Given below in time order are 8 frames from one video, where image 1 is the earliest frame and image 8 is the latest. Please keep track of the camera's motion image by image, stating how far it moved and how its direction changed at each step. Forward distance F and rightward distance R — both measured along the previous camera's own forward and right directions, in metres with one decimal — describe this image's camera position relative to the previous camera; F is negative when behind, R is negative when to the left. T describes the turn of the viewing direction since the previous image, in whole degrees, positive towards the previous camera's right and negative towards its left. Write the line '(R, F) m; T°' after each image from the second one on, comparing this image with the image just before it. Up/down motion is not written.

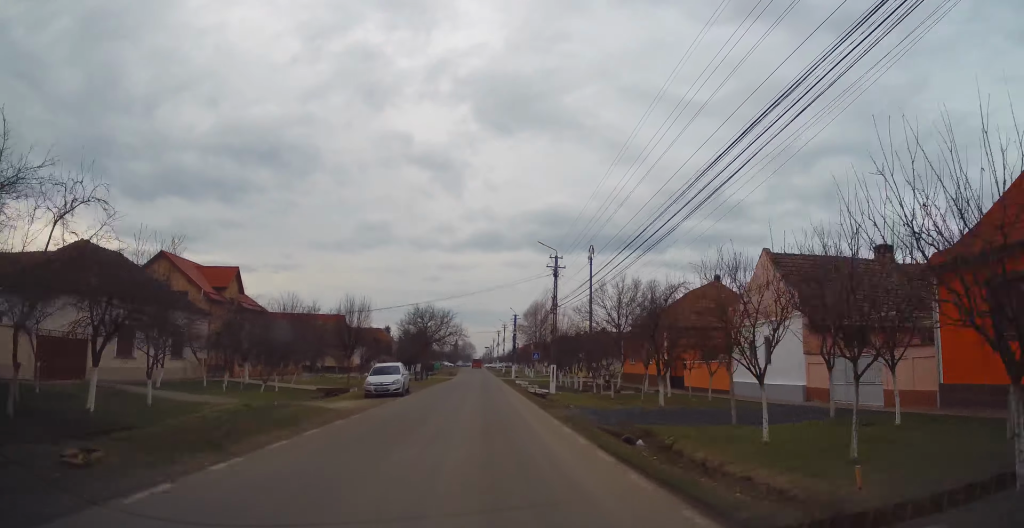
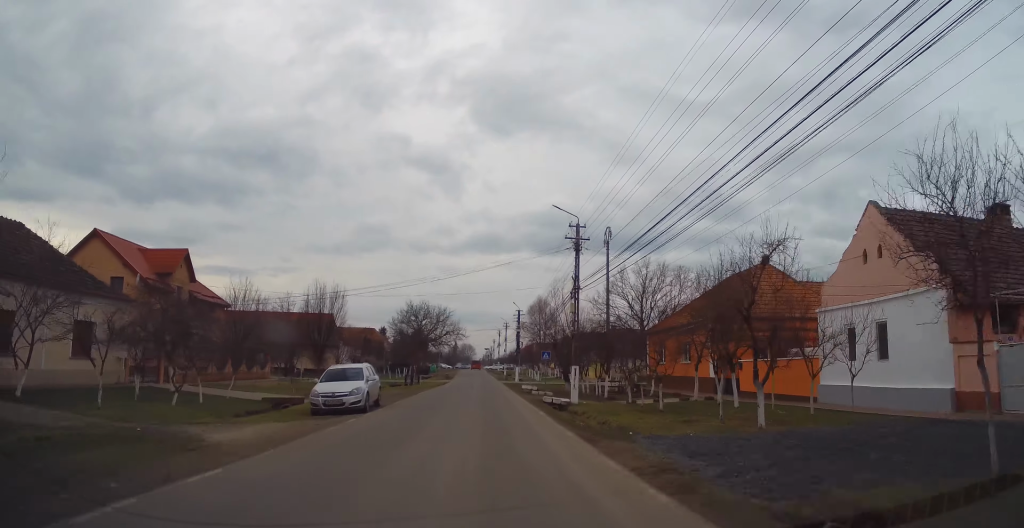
(+0.1, +8.6) m; -1°
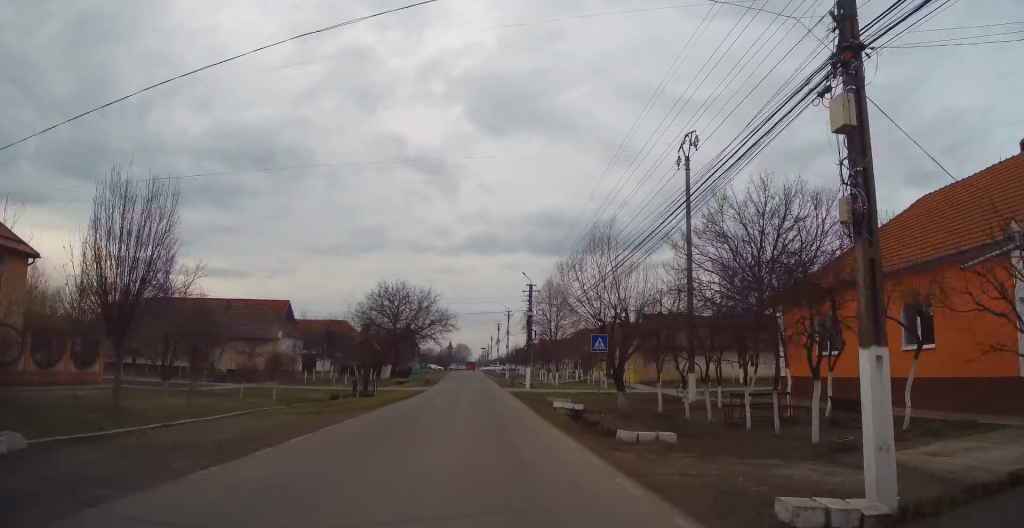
(-0.5, +21.7) m; 0°
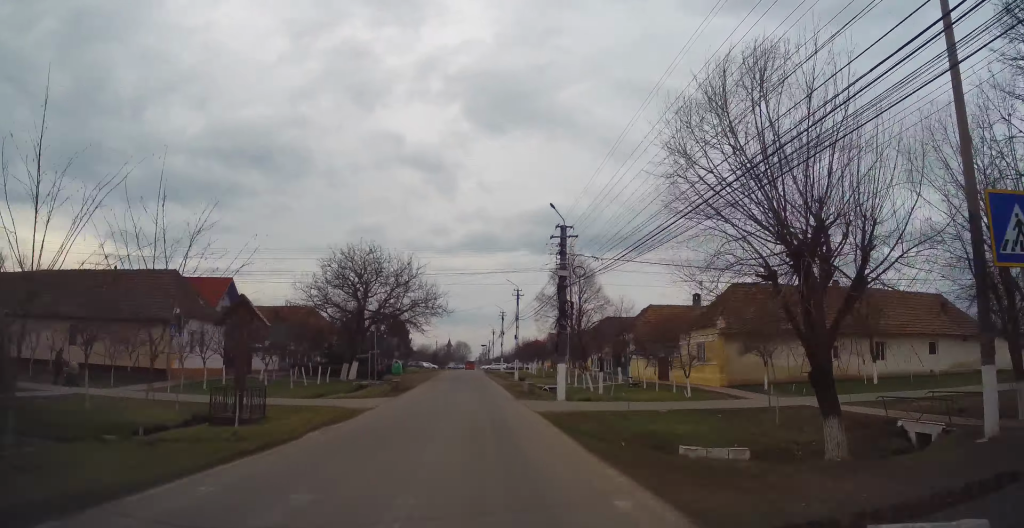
(+0.5, +19.5) m; +2°
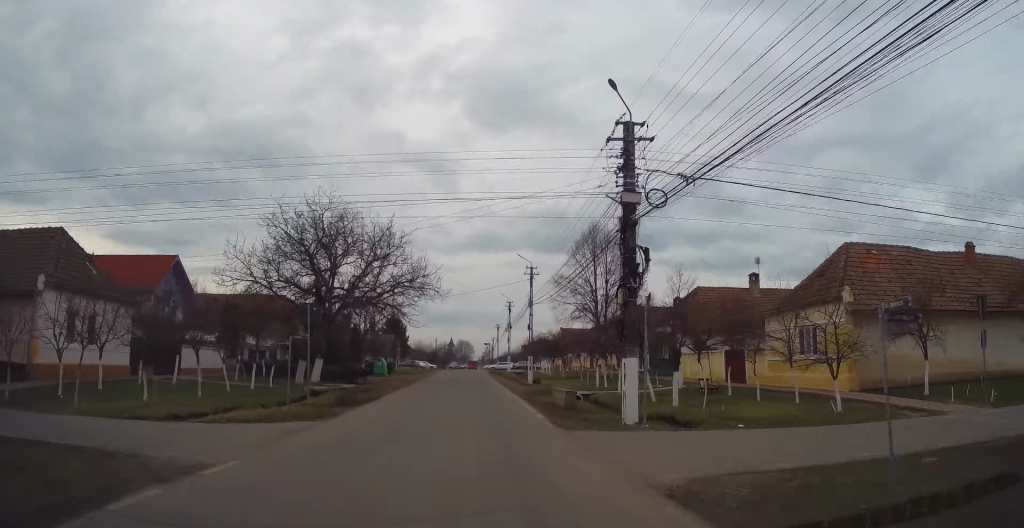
(0.0, +12.7) m; 0°
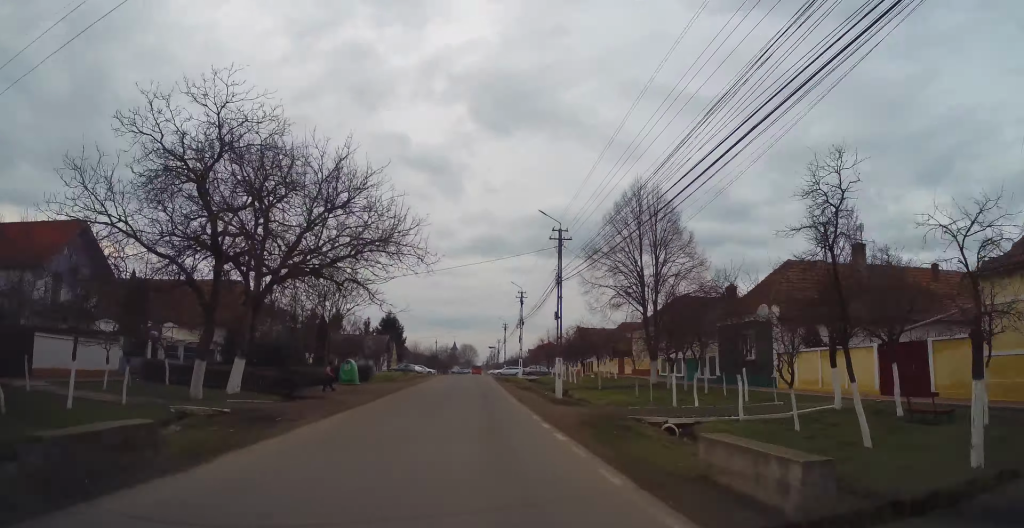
(0.0, +14.0) m; -1°
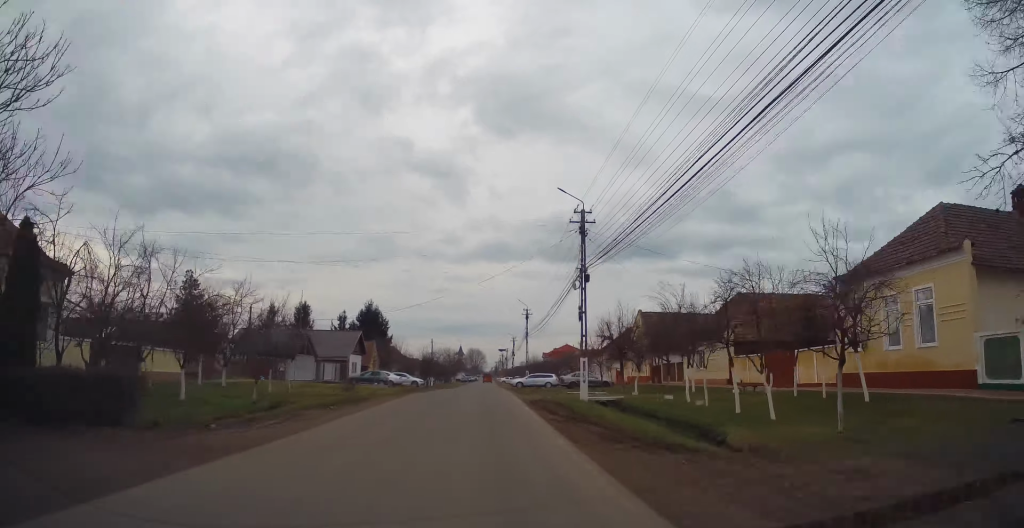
(-0.9, +33.0) m; -2°
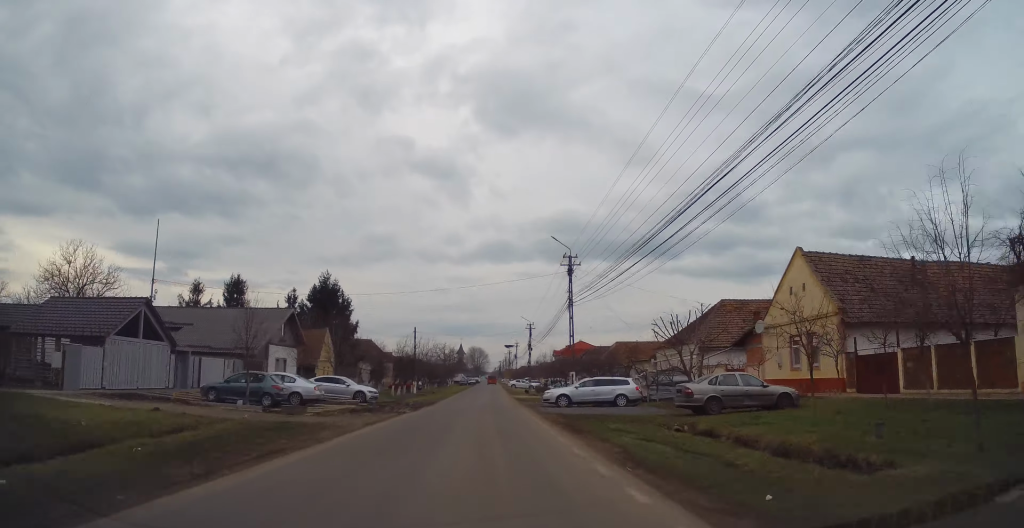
(+0.8, +31.5) m; +1°
